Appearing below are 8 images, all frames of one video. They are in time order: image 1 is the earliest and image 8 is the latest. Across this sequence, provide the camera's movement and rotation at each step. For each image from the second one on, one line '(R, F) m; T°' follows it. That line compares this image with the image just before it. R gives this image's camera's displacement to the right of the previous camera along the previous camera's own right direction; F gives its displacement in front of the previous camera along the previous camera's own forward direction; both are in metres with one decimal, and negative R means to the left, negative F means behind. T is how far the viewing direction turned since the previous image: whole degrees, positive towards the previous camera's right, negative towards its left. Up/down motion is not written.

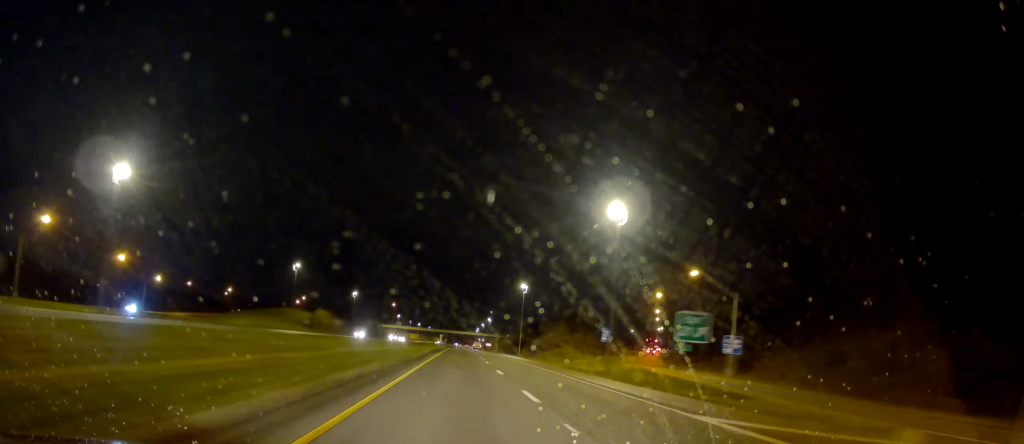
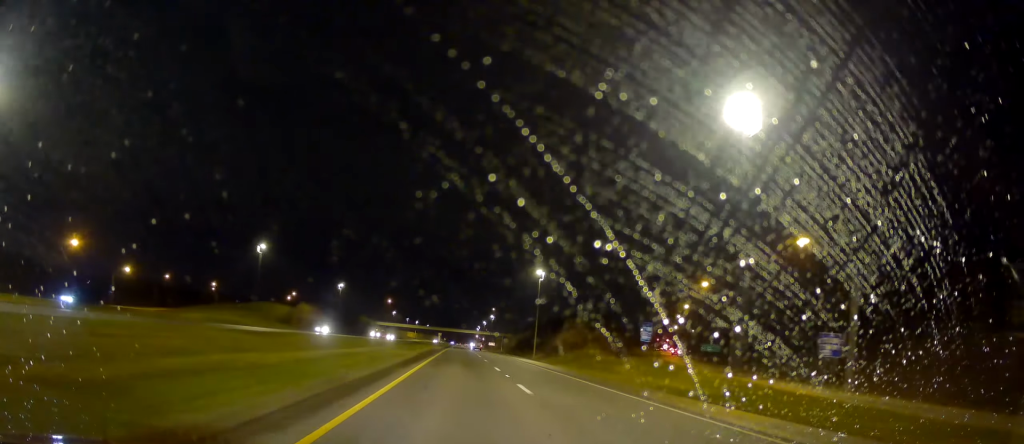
(-0.1, +21.1) m; 0°
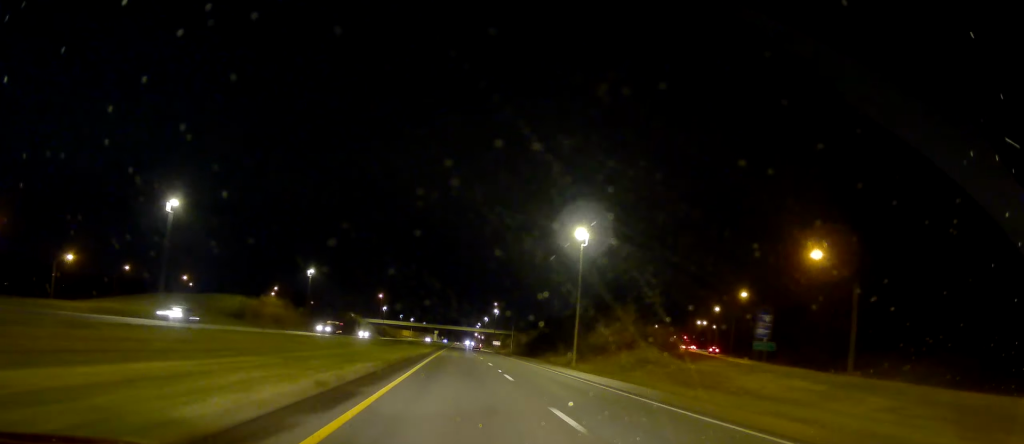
(0.0, +30.8) m; 0°
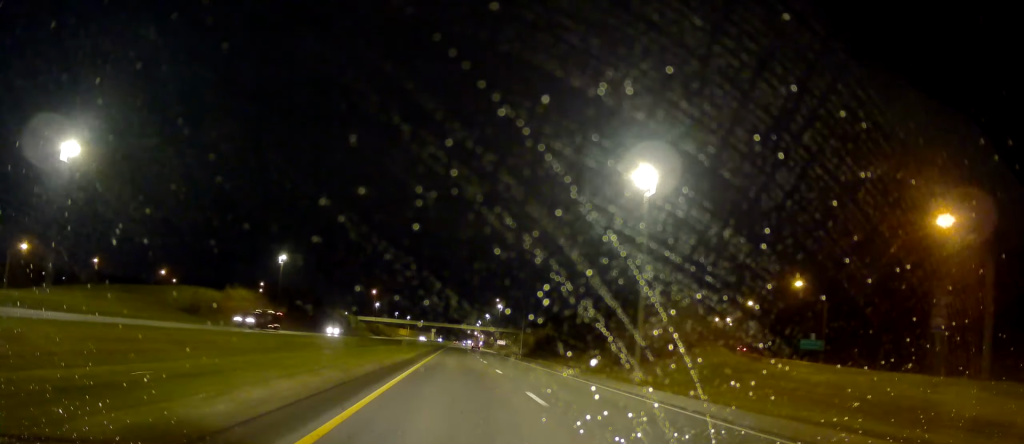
(0.0, +20.3) m; 0°
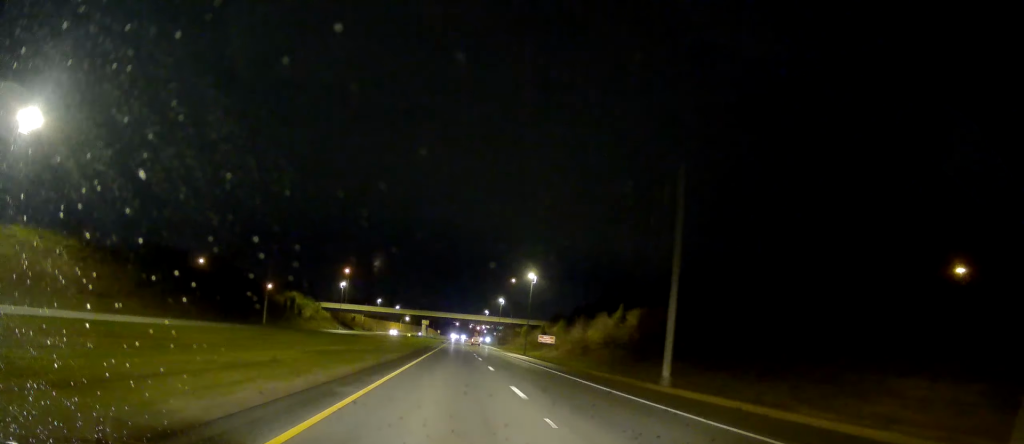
(-0.3, +70.4) m; -1°
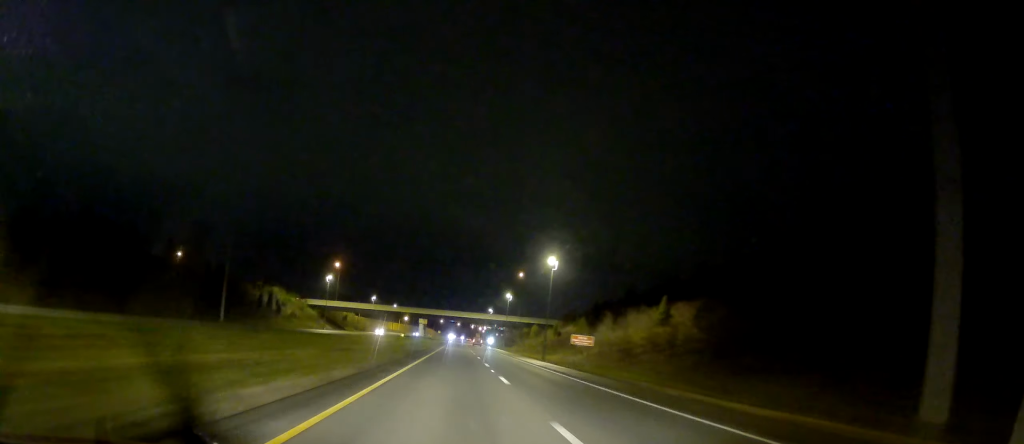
(-0.3, +19.3) m; 0°
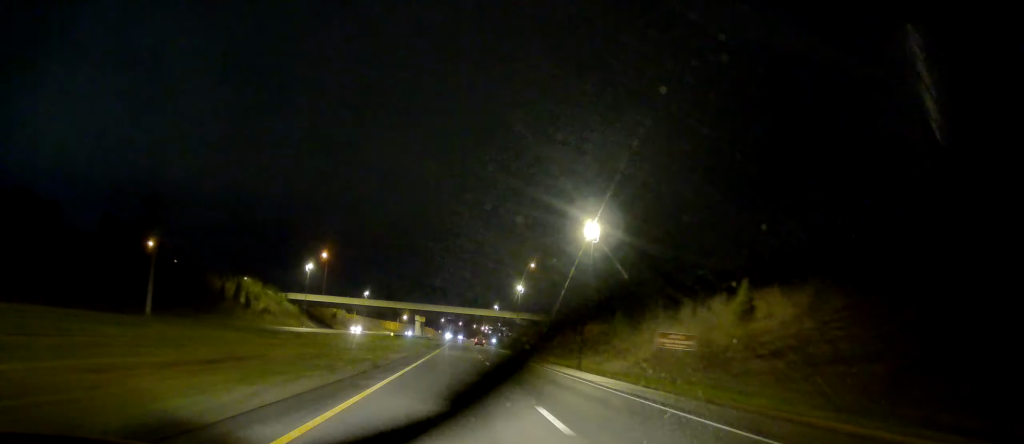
(+0.2, +21.4) m; 0°
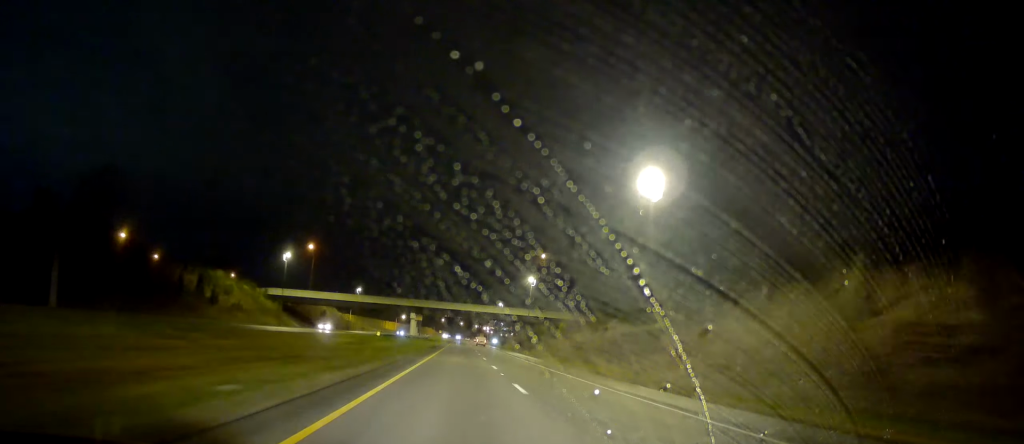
(+0.3, +17.1) m; 0°
